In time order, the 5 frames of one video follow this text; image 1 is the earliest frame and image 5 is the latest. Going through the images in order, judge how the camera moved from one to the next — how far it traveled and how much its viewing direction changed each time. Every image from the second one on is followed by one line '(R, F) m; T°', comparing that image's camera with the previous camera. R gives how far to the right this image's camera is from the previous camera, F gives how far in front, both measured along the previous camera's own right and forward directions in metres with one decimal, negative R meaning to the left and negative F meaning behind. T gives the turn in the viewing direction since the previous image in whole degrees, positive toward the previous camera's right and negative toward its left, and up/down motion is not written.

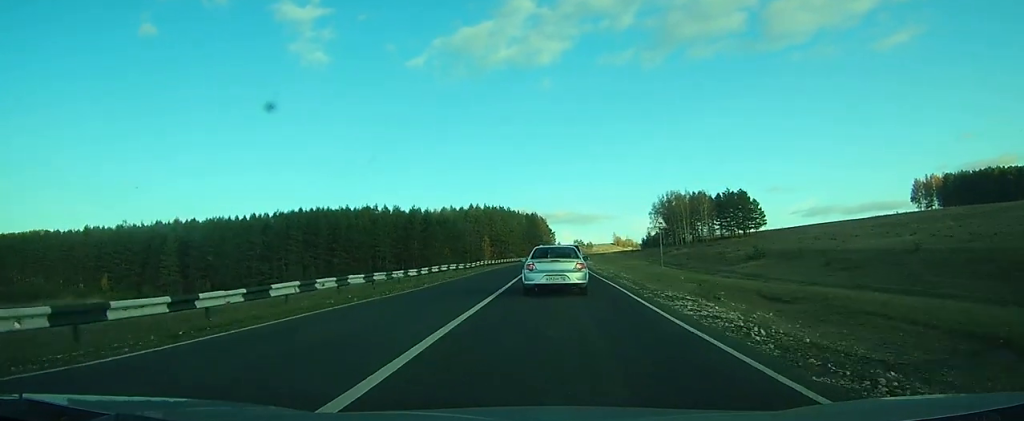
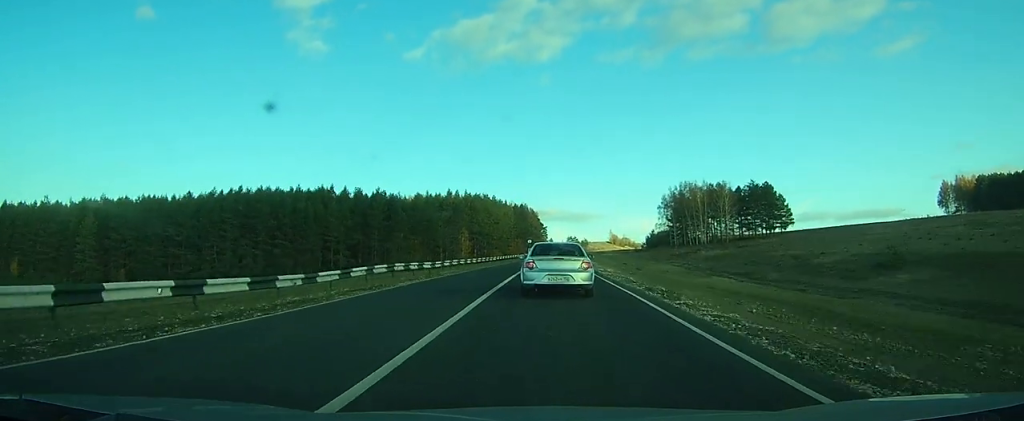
(+0.9, +31.8) m; +2°
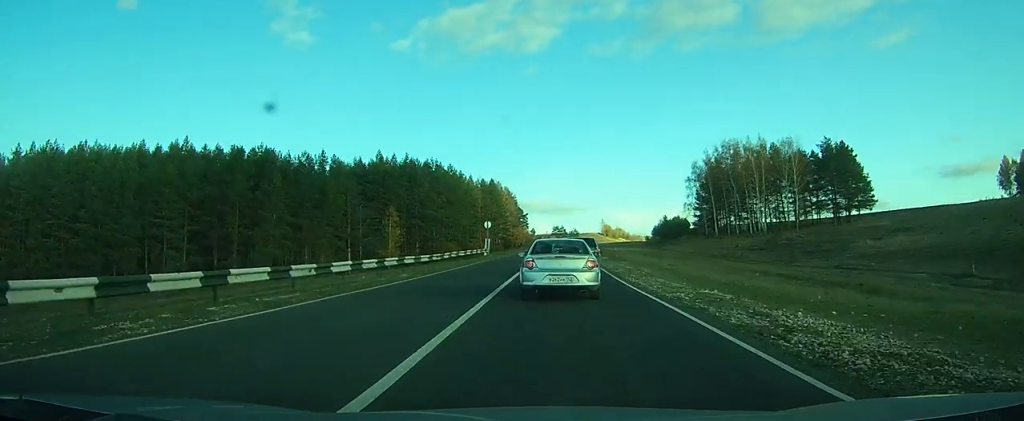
(+1.0, +59.3) m; +2°
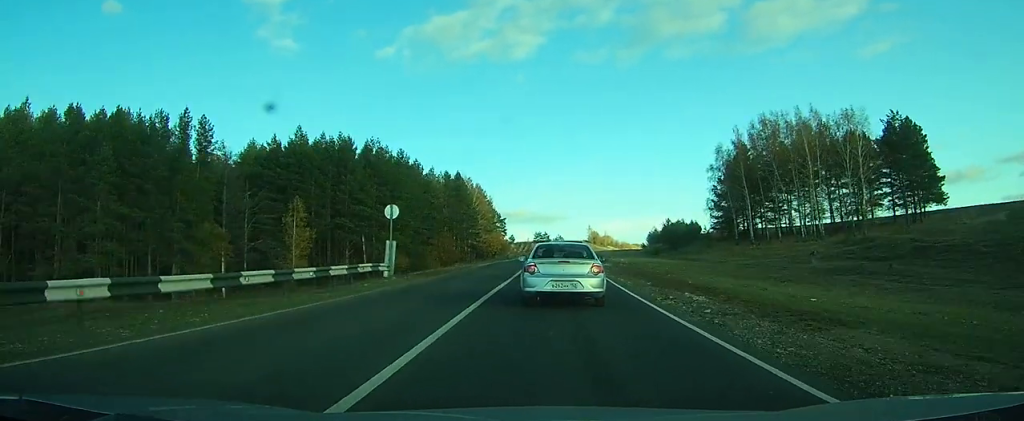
(+0.3, +29.8) m; +1°
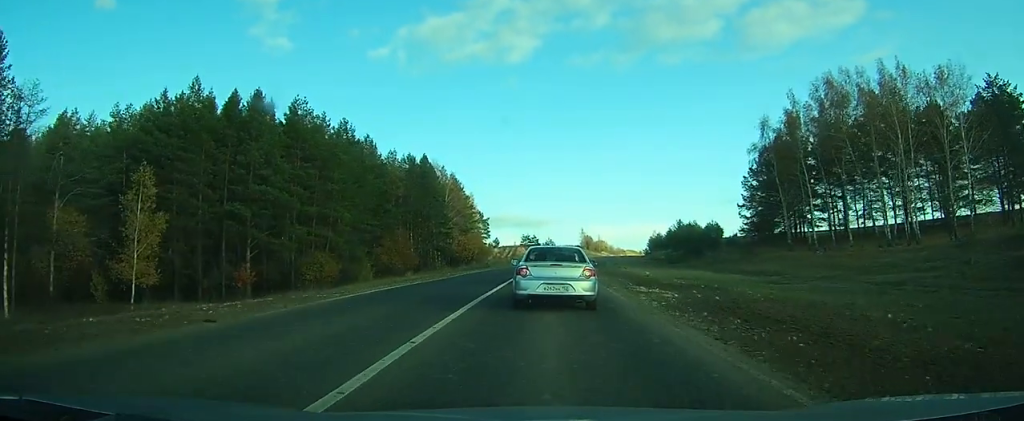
(+0.1, +26.0) m; +1°
